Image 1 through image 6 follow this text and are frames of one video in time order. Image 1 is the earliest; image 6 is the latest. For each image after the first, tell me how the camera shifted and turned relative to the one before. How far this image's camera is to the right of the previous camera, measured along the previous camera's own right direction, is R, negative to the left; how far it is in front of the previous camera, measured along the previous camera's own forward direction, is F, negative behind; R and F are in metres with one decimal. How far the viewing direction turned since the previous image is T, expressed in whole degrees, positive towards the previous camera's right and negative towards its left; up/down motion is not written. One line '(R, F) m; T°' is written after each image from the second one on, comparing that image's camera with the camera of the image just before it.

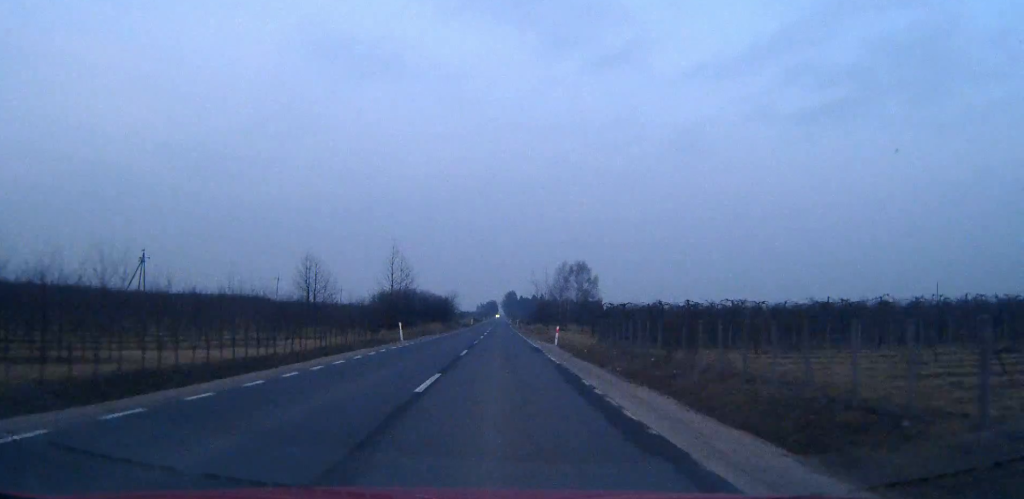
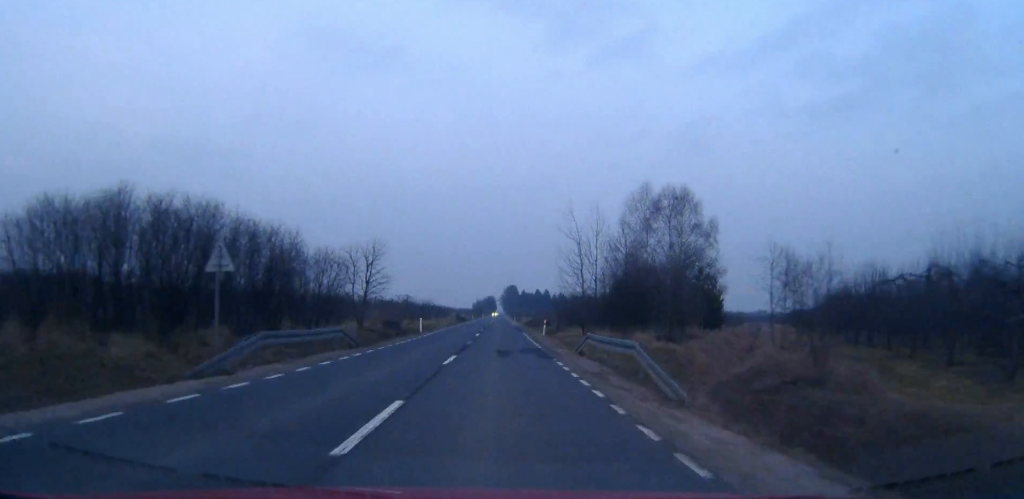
(-0.1, +89.7) m; 0°
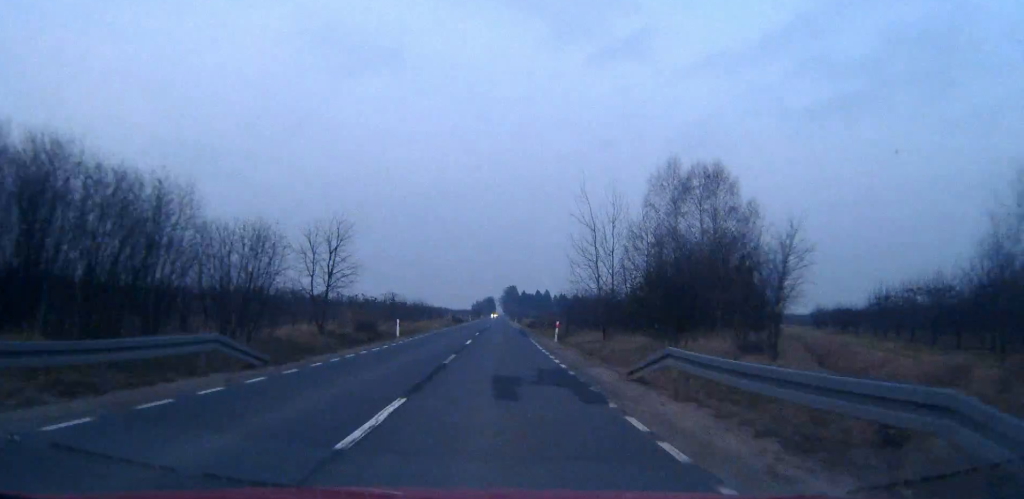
(0.0, +11.7) m; 0°
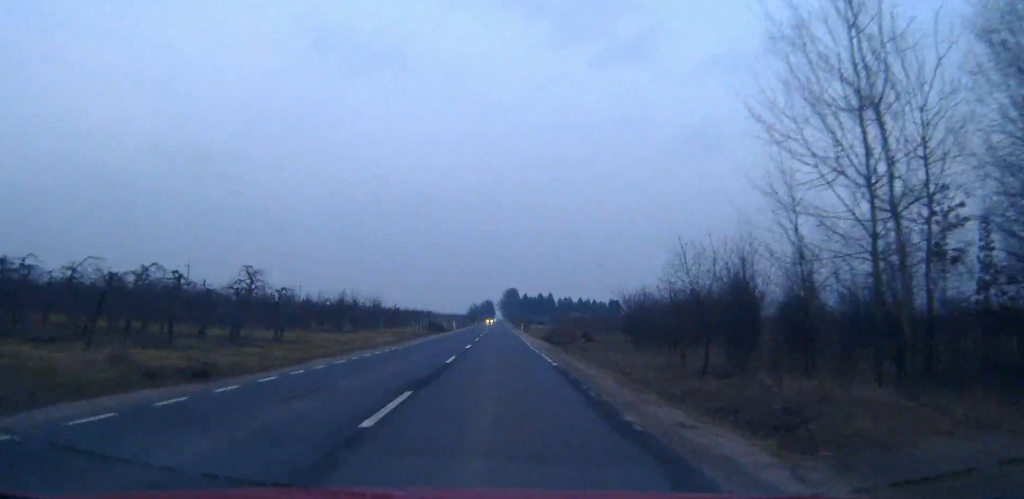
(+0.2, +46.5) m; 0°
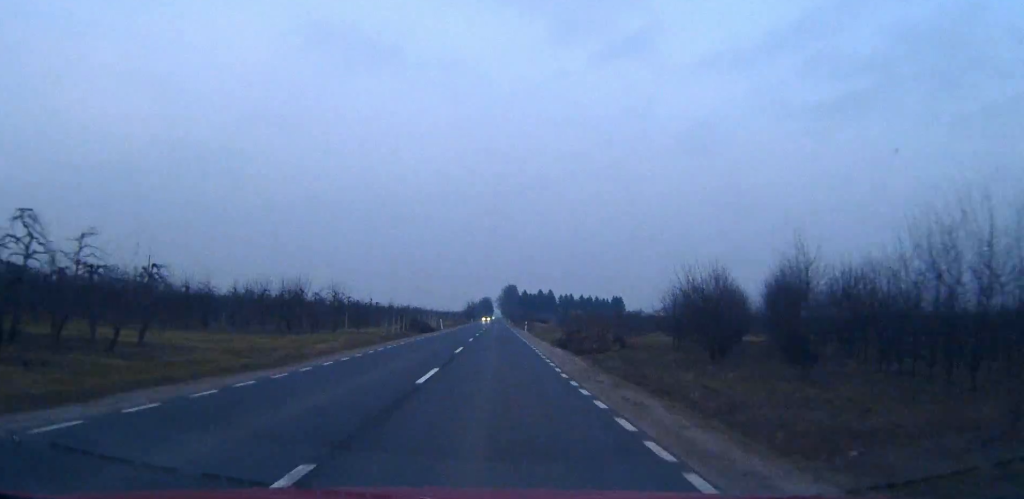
(0.0, +18.1) m; 0°
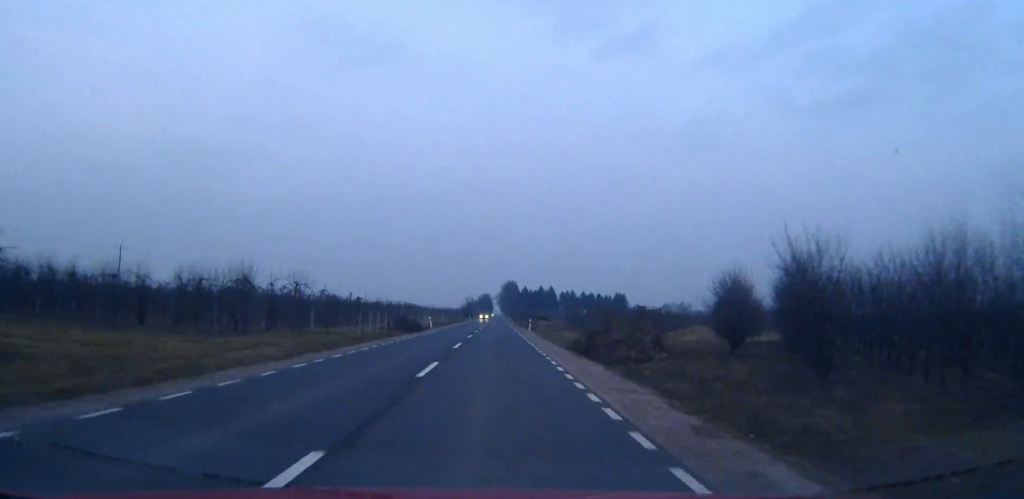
(0.0, +11.5) m; 0°
